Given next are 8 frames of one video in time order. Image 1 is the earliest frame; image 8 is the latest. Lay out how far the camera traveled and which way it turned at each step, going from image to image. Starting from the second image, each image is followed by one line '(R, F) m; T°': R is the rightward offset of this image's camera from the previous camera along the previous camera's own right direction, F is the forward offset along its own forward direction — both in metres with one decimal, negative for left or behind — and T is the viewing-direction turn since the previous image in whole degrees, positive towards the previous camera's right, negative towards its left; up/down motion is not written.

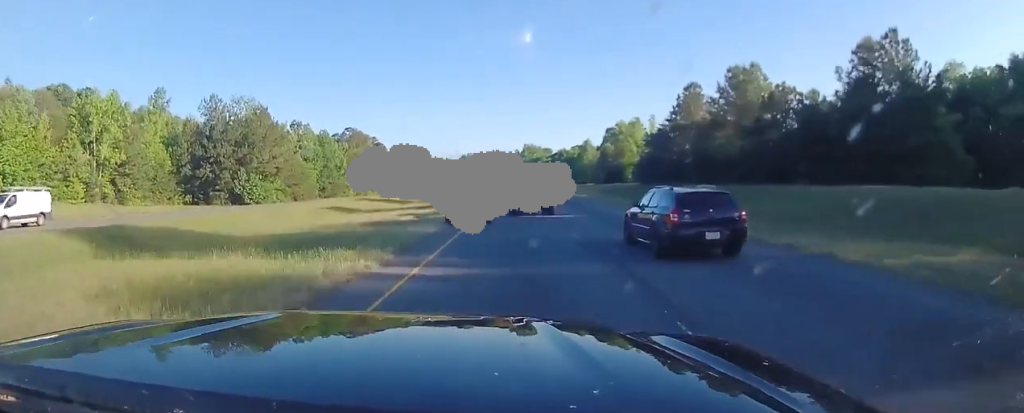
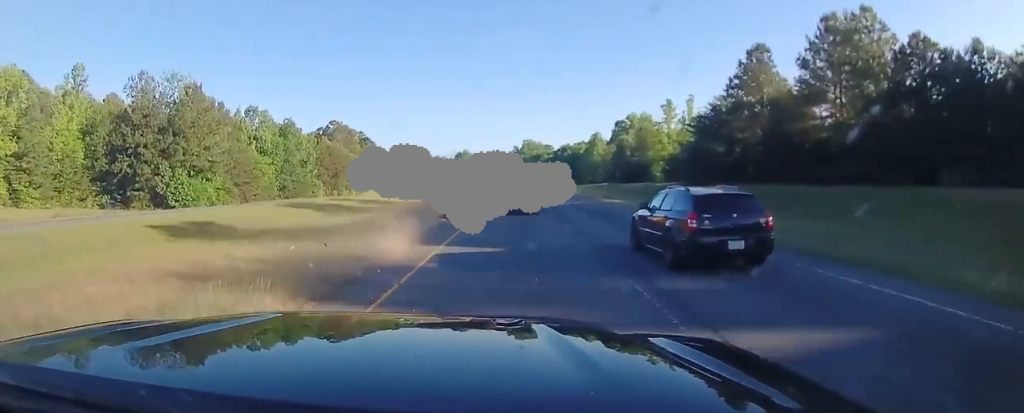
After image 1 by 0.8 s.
(0.0, +19.9) m; 0°
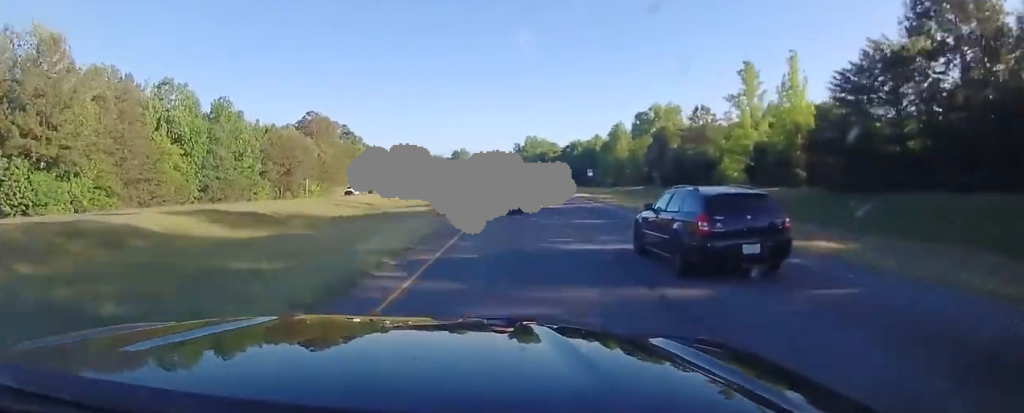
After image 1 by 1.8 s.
(-0.1, +27.0) m; 0°
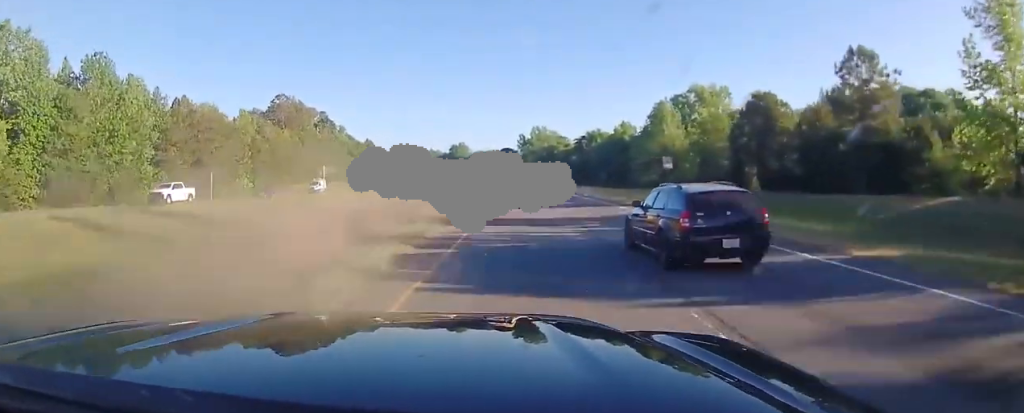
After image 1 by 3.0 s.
(0.0, +31.6) m; 0°
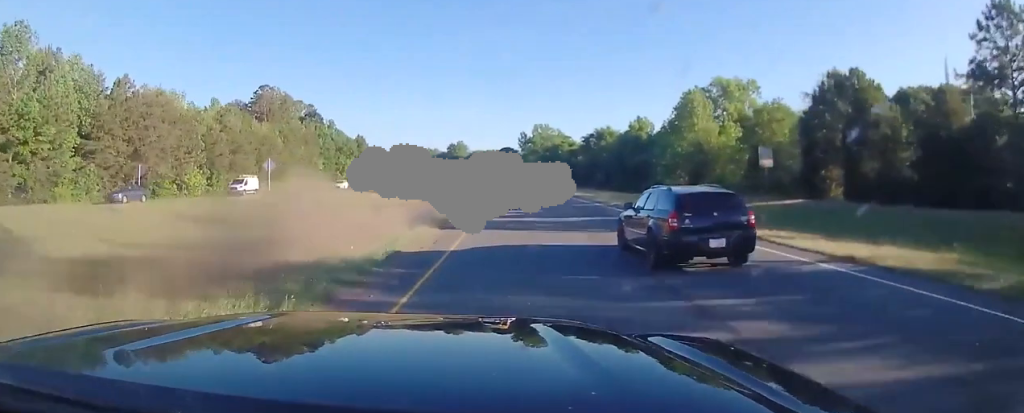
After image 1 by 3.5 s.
(0.0, +13.5) m; 0°
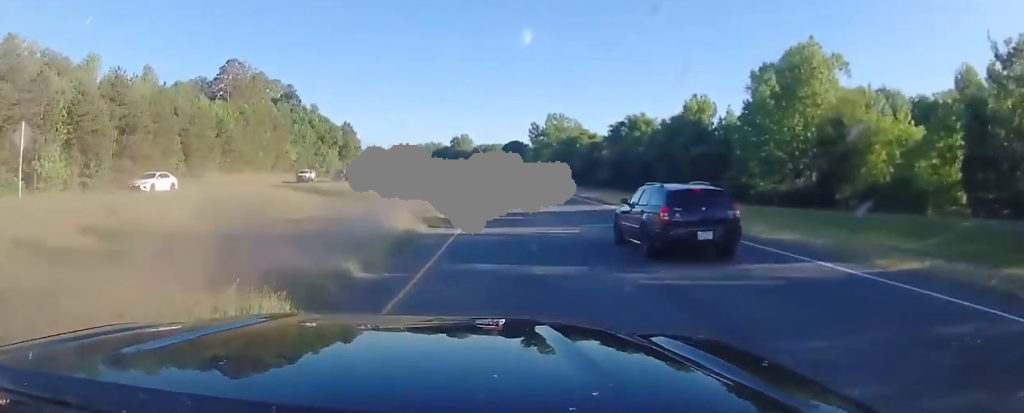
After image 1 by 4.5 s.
(-0.1, +27.0) m; 0°
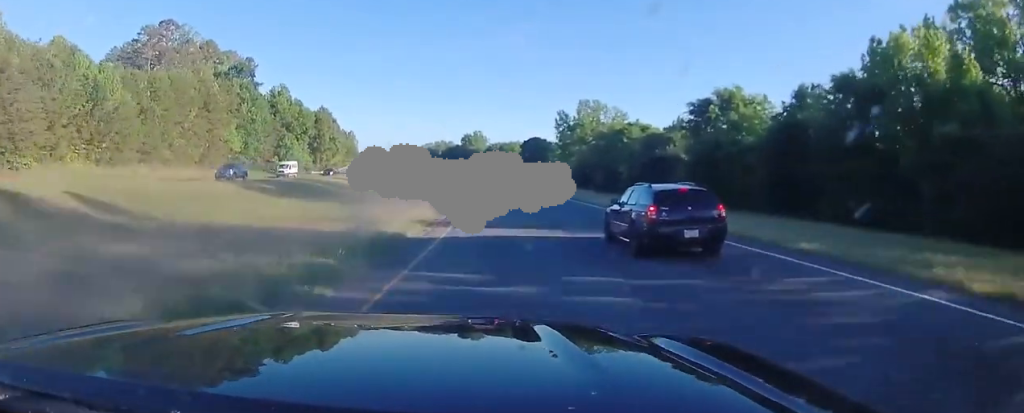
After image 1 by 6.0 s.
(-0.3, +38.8) m; -1°
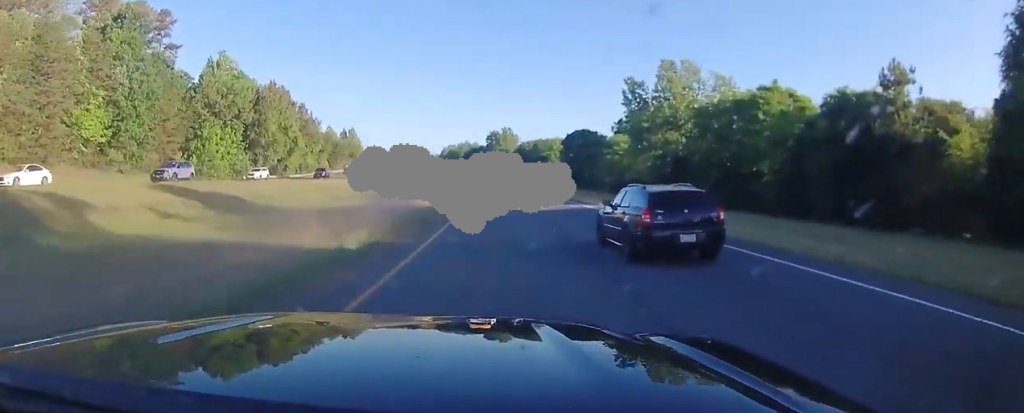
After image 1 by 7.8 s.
(-1.4, +47.6) m; -4°
